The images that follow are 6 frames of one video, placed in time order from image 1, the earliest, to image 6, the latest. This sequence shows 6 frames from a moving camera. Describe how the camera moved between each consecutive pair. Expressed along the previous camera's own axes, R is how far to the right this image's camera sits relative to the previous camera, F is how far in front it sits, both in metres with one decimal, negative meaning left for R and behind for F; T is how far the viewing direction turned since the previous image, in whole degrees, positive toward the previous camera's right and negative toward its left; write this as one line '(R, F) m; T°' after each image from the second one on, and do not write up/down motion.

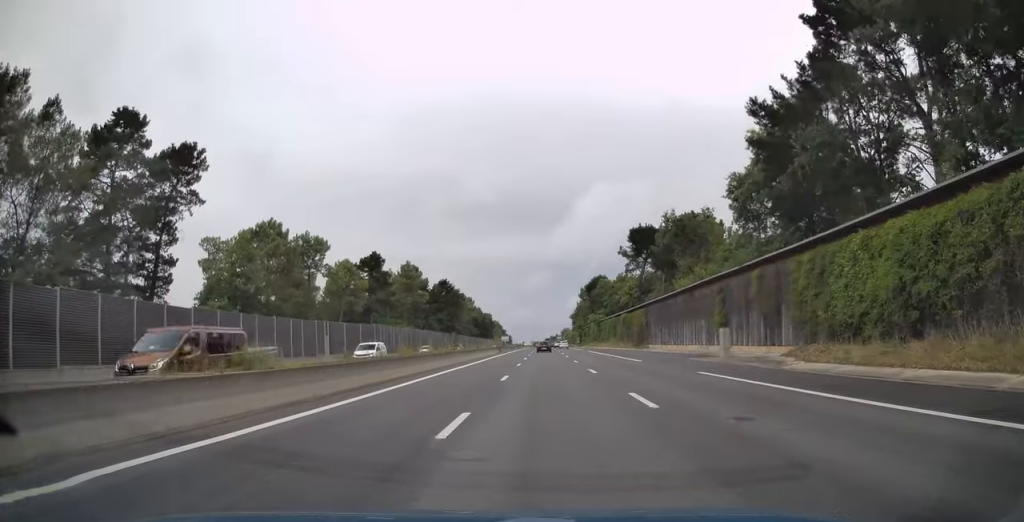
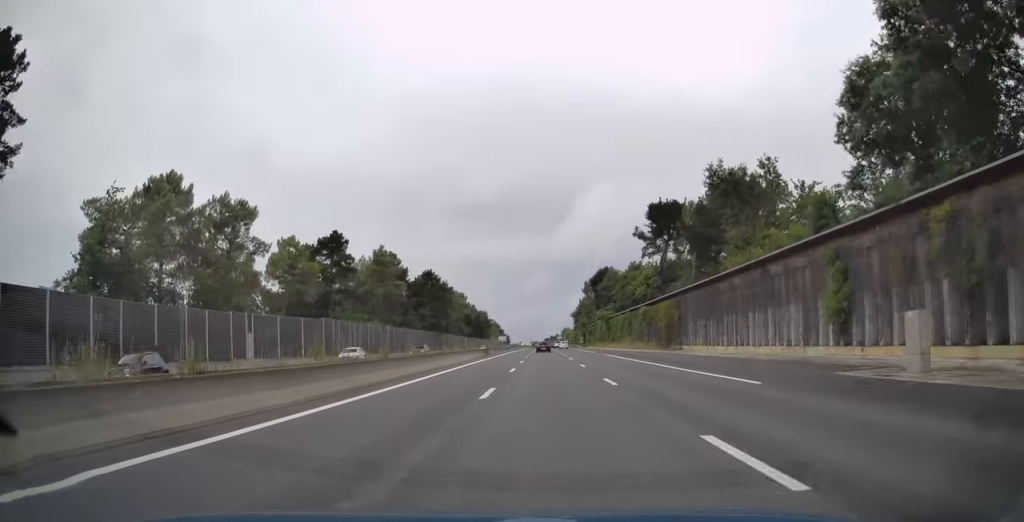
(+0.1, +19.5) m; 0°
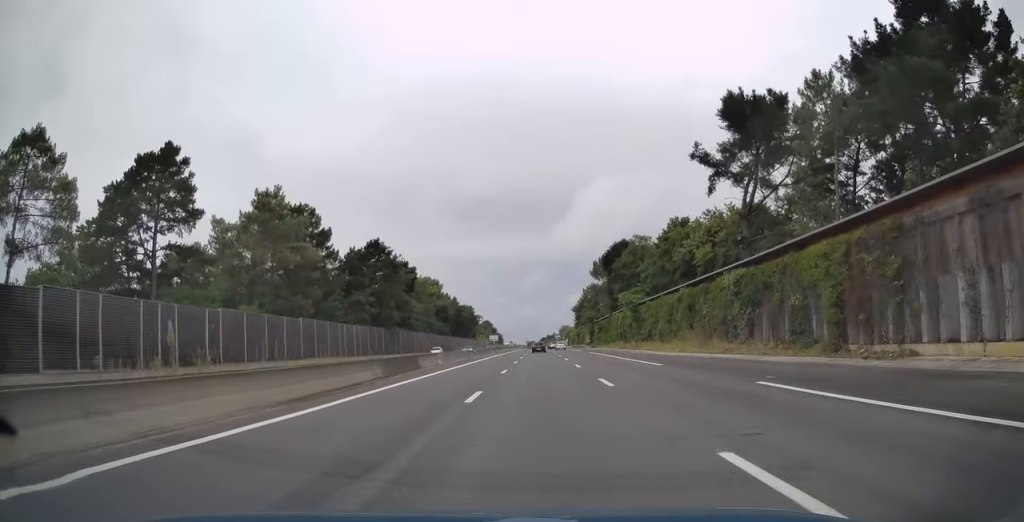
(-0.1, +39.9) m; 0°
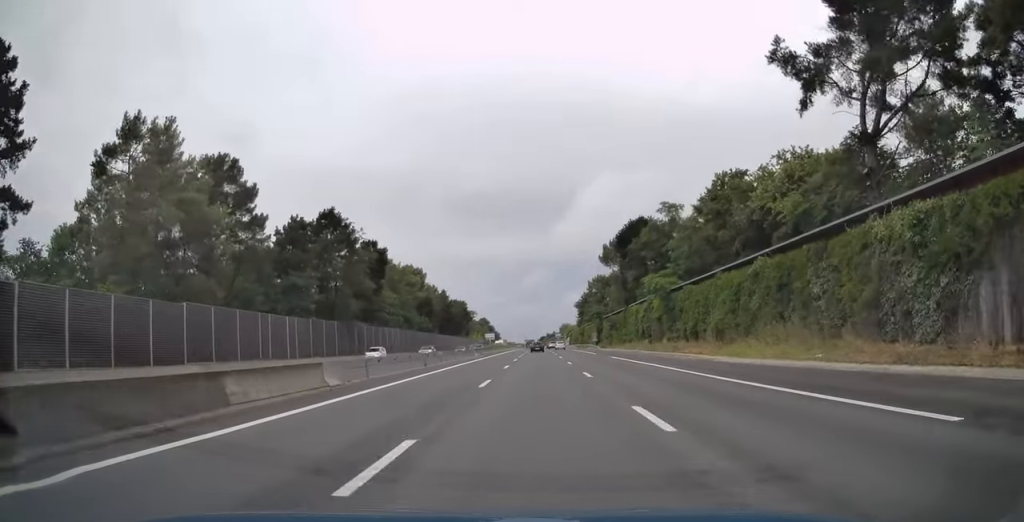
(0.0, +20.8) m; 0°
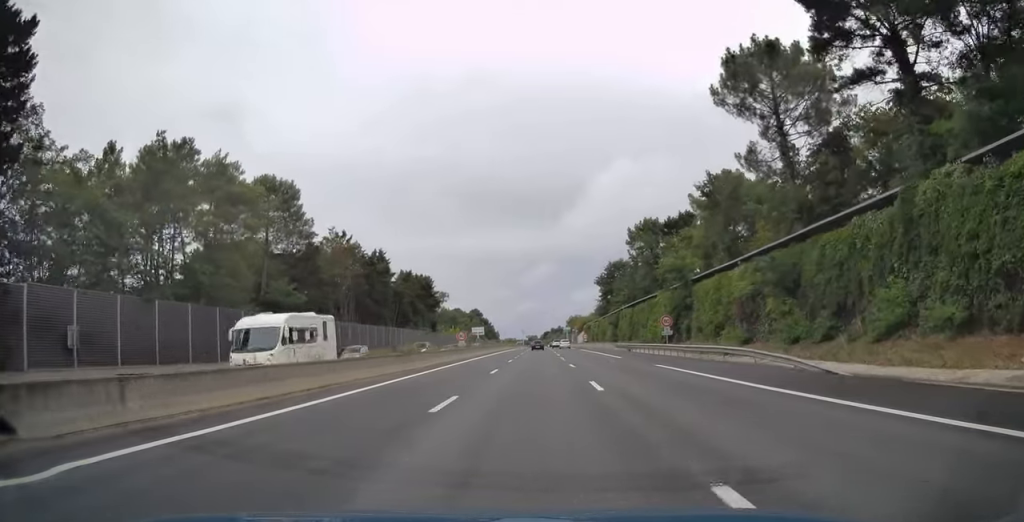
(-0.1, +71.1) m; 0°
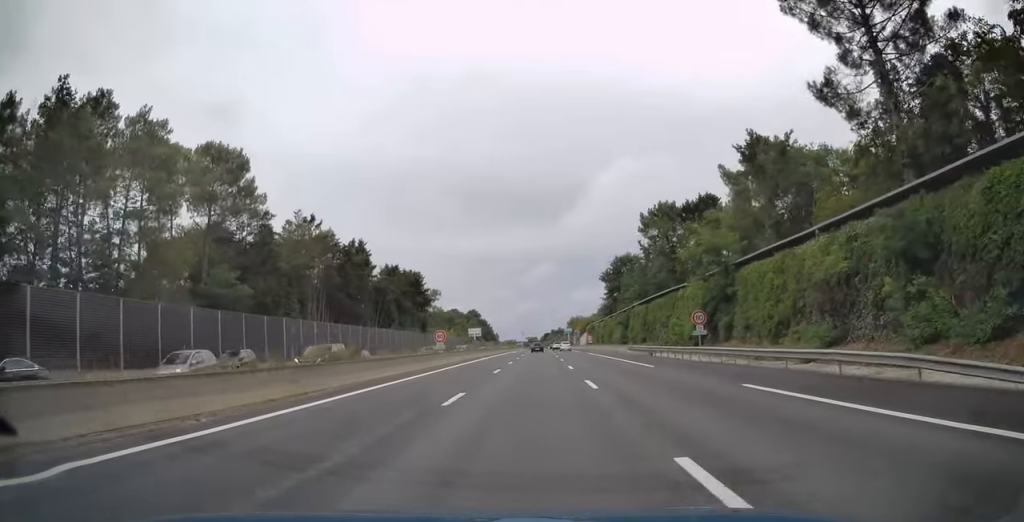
(+0.1, +11.7) m; 0°
